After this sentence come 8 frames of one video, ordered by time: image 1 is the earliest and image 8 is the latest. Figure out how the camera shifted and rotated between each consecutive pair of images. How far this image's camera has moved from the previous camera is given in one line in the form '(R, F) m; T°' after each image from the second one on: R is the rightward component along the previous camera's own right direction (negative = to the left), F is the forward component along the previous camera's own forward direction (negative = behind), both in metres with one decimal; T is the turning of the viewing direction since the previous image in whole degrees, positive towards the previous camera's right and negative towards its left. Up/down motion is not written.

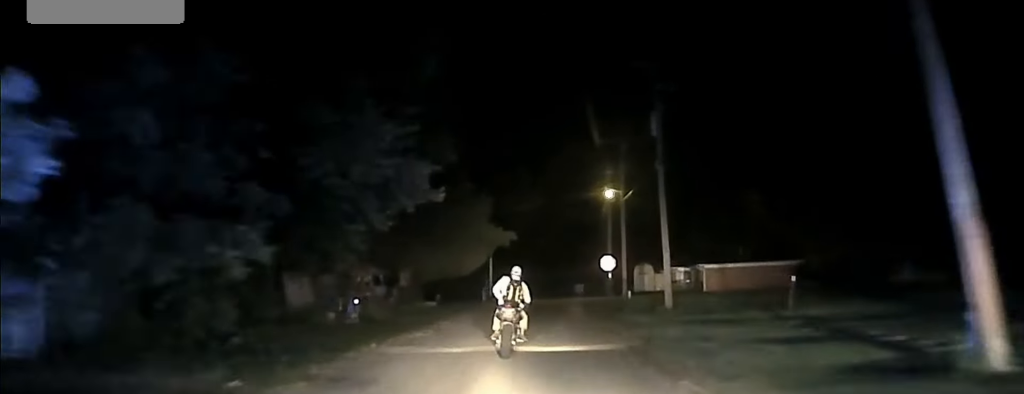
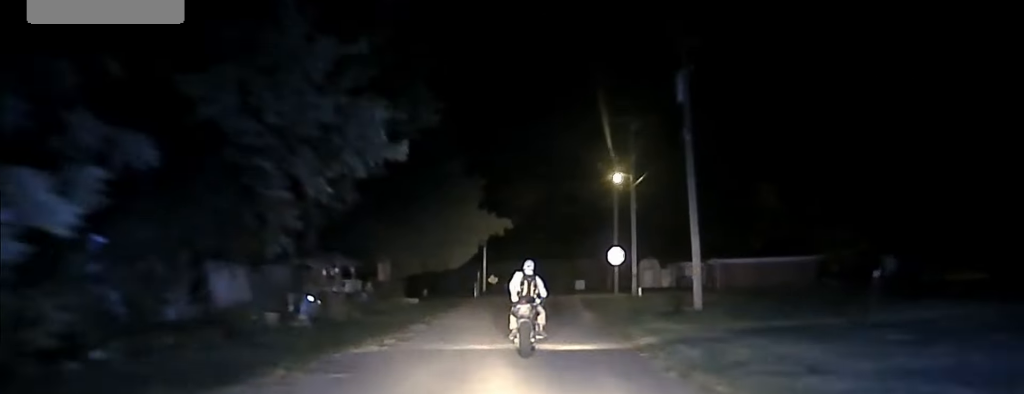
(+0.2, +6.4) m; +2°
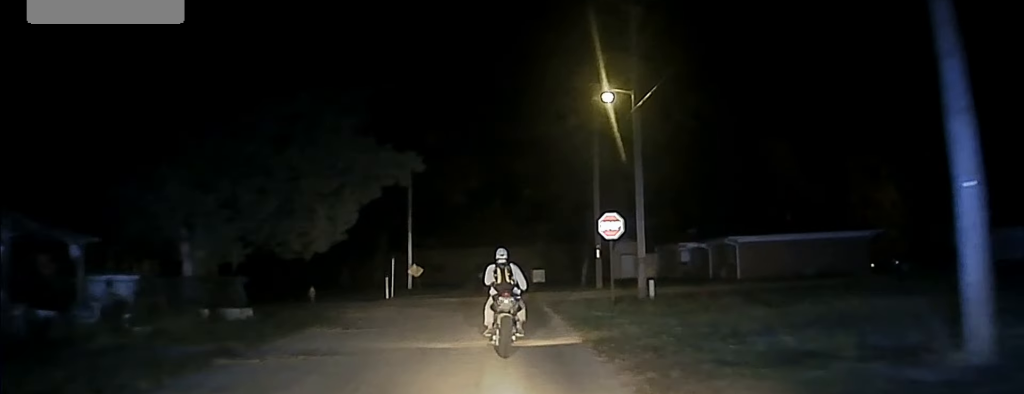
(+0.8, +19.3) m; +2°
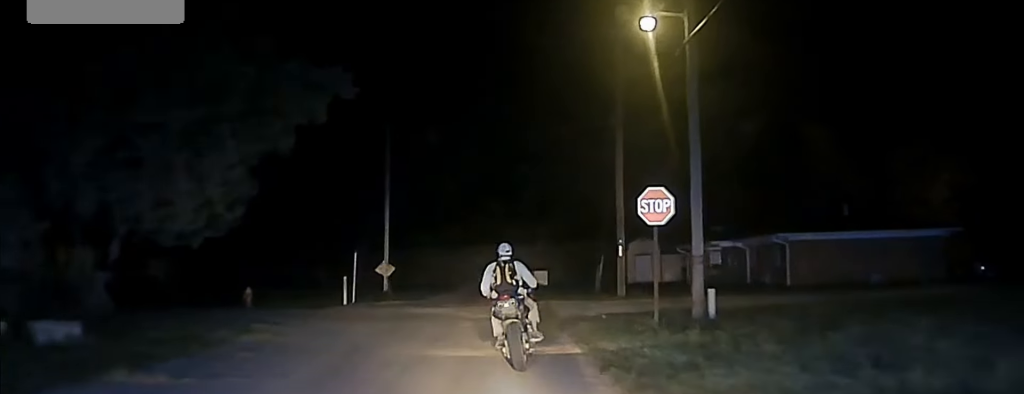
(-0.3, +8.9) m; -6°
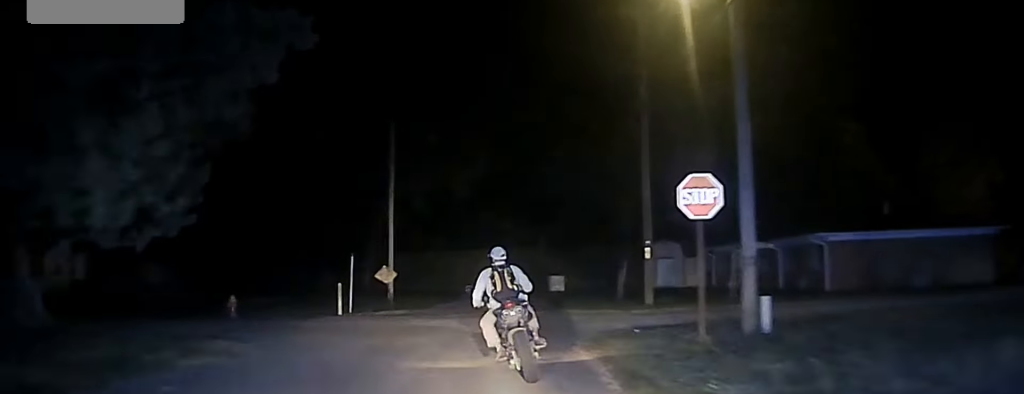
(-0.1, +3.6) m; -3°
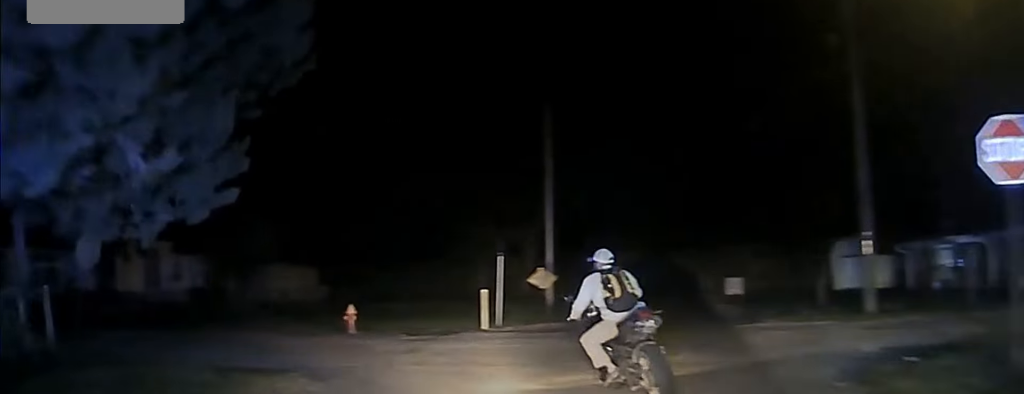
(-0.2, +5.9) m; -13°
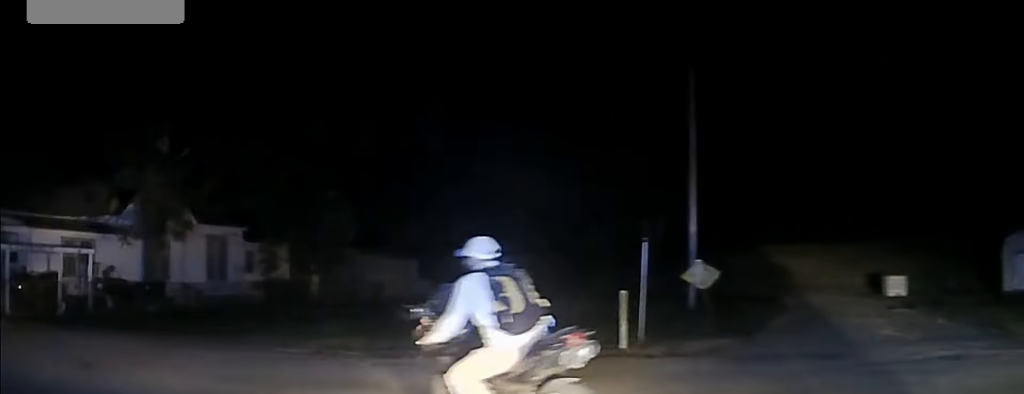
(-1.4, +6.9) m; -21°
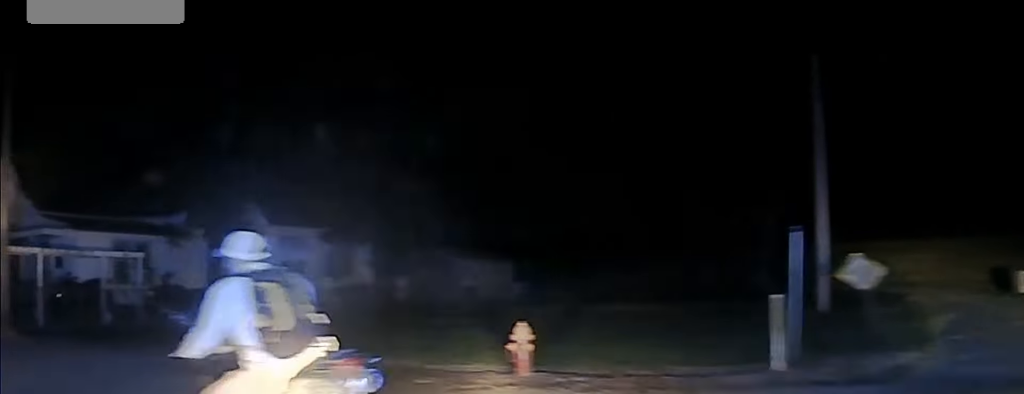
(-0.6, +3.8) m; -12°
